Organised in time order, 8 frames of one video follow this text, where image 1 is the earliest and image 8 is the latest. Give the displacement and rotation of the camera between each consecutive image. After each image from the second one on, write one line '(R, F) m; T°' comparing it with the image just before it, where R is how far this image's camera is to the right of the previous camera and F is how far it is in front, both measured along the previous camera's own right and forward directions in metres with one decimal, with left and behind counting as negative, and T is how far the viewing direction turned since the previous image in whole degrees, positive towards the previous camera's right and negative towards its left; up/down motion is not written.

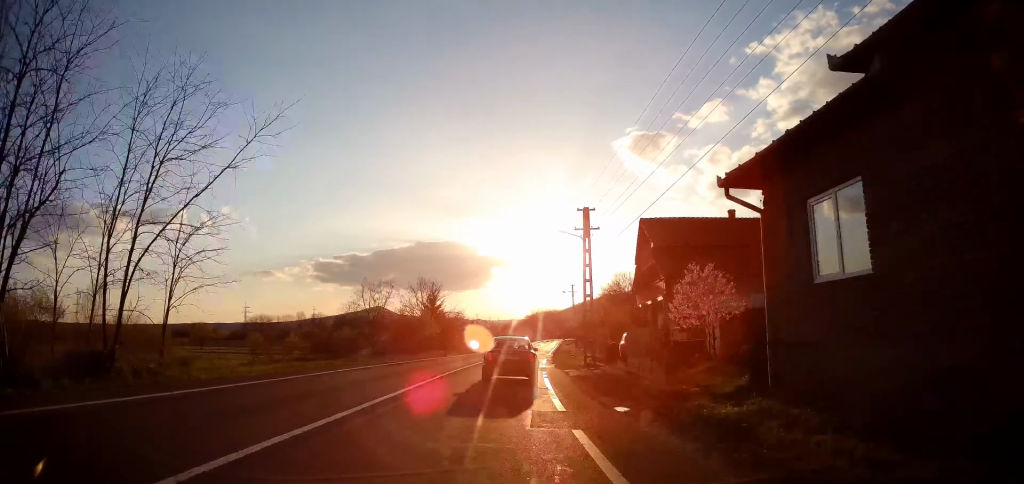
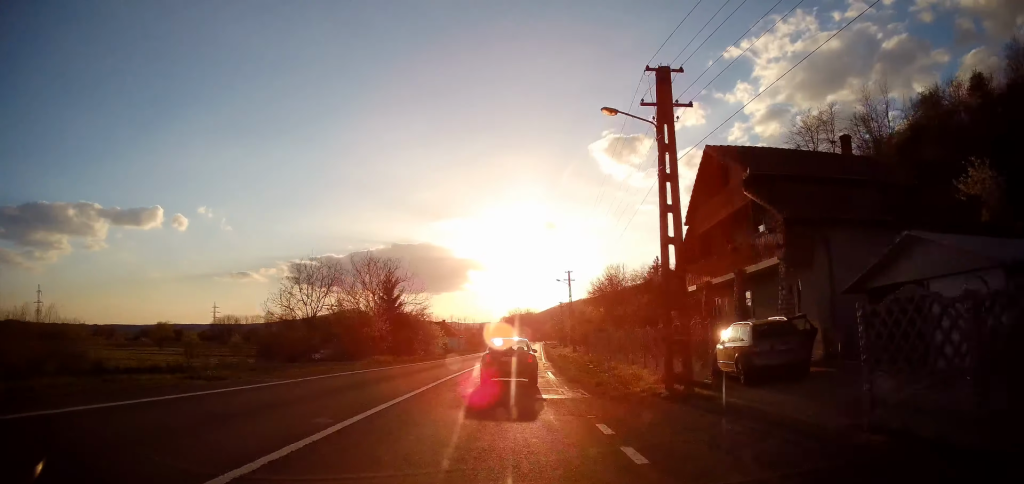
(+0.4, +14.9) m; +3°
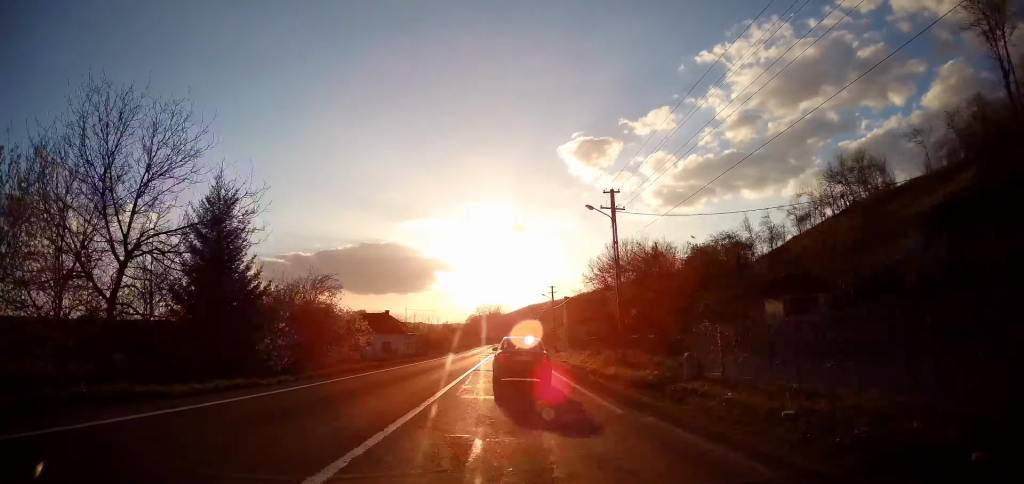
(+1.4, +28.7) m; +4°
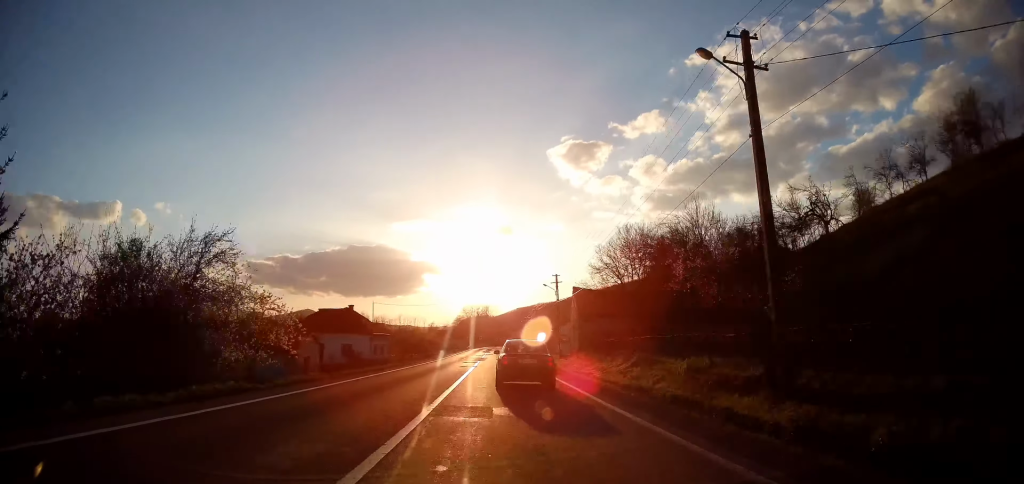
(+0.2, +13.9) m; +1°
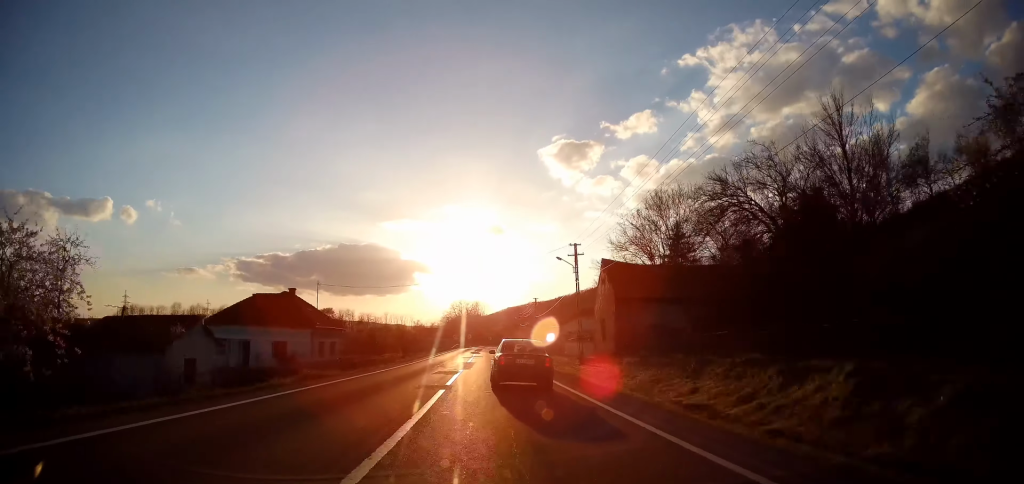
(-0.1, +15.8) m; +1°
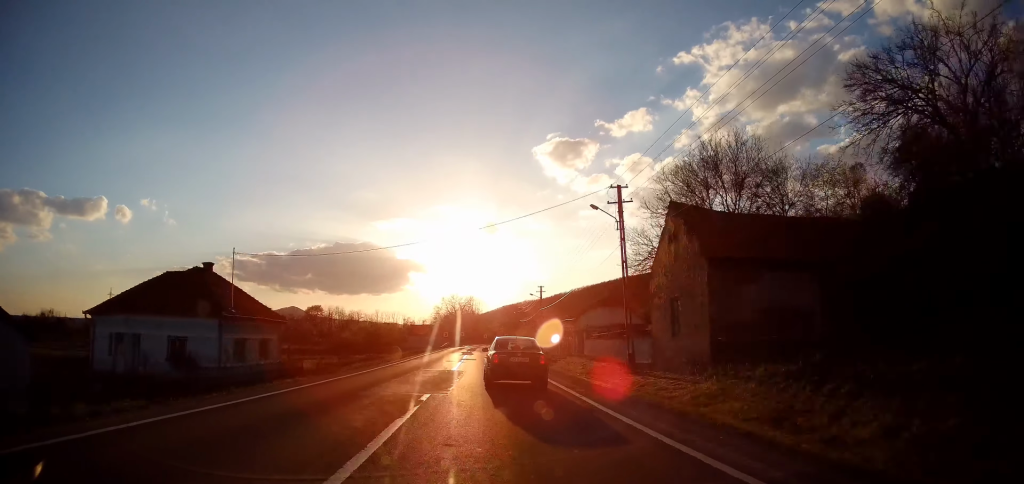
(+0.4, +14.0) m; +1°
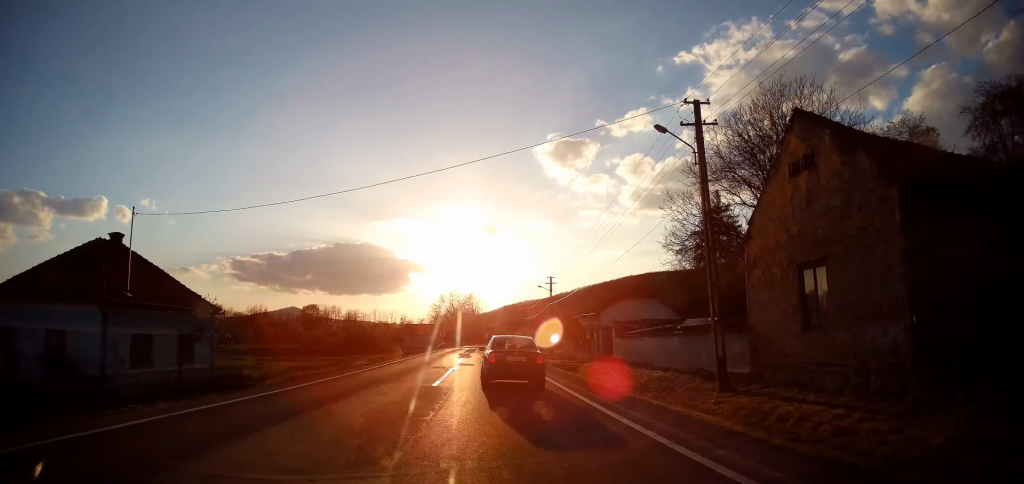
(+0.1, +8.9) m; 0°
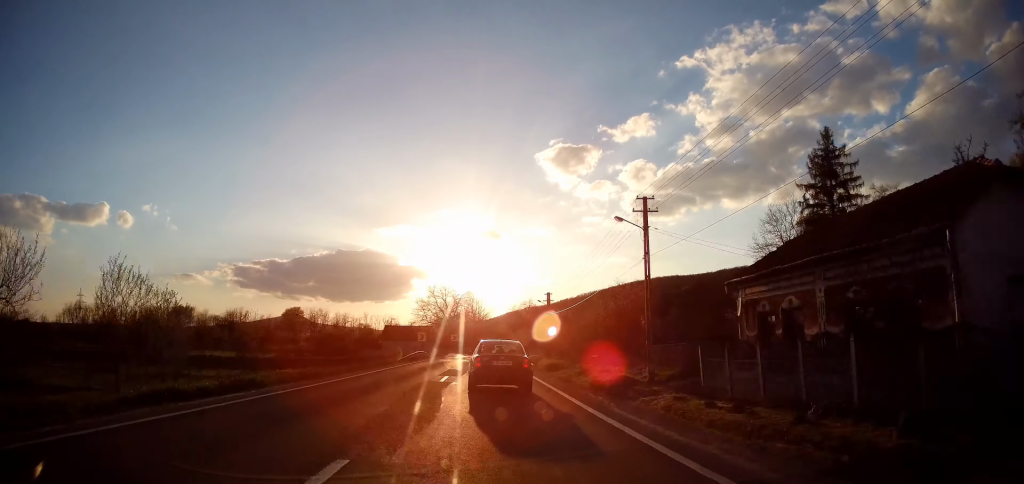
(0.0, +31.7) m; 0°
